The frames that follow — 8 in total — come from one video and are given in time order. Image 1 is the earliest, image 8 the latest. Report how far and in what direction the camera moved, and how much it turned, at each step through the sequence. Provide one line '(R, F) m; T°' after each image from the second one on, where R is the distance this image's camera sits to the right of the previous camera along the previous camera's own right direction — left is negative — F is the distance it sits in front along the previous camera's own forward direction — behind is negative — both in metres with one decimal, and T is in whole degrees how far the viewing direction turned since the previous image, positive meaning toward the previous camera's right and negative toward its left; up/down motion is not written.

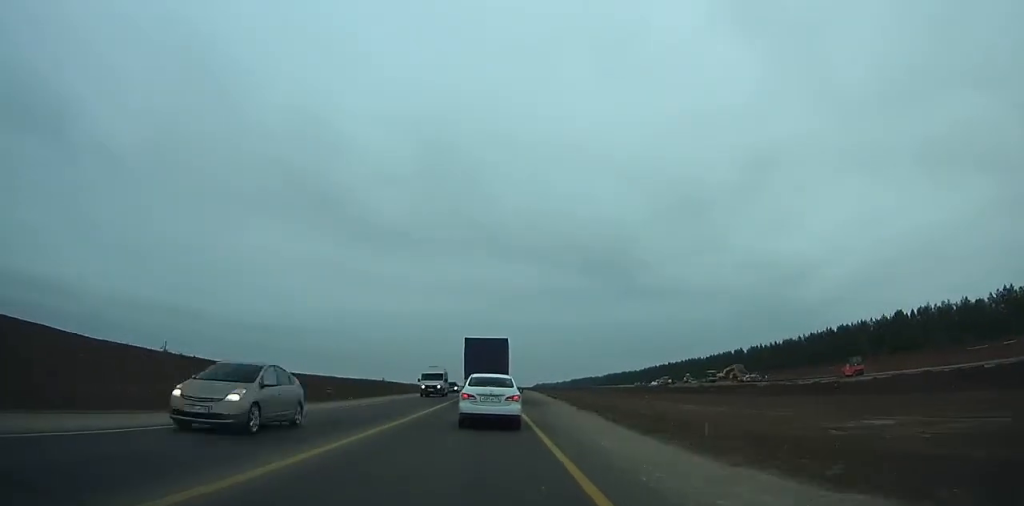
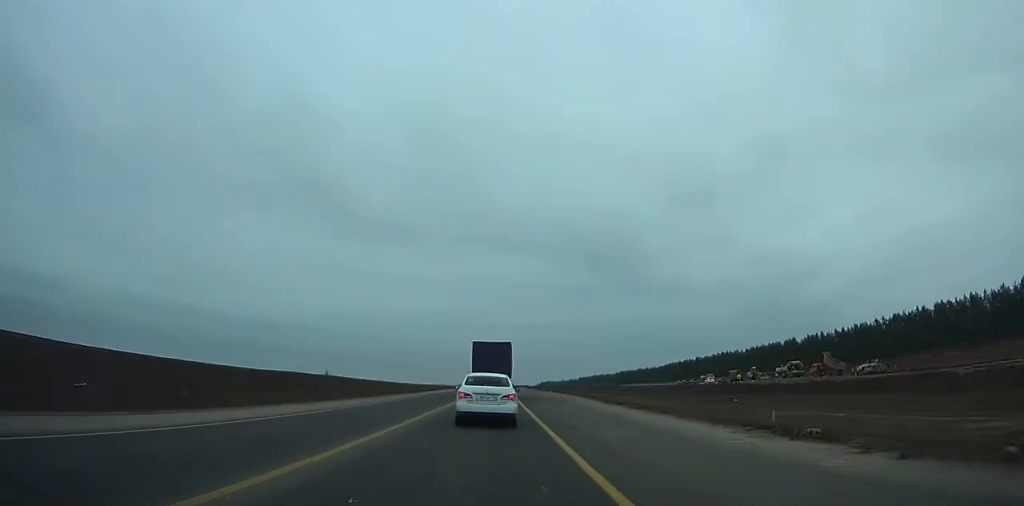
(-0.1, +52.8) m; 0°
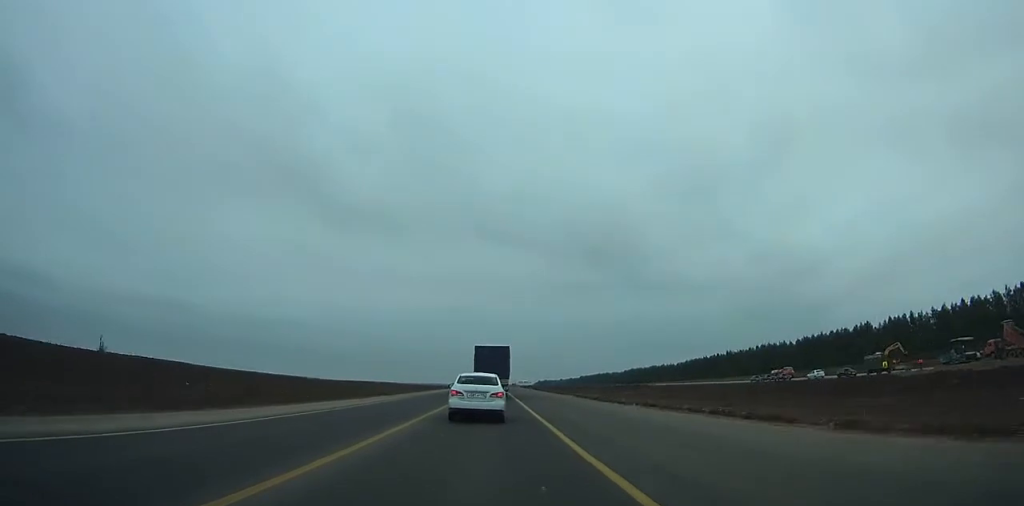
(+0.2, +56.6) m; +1°
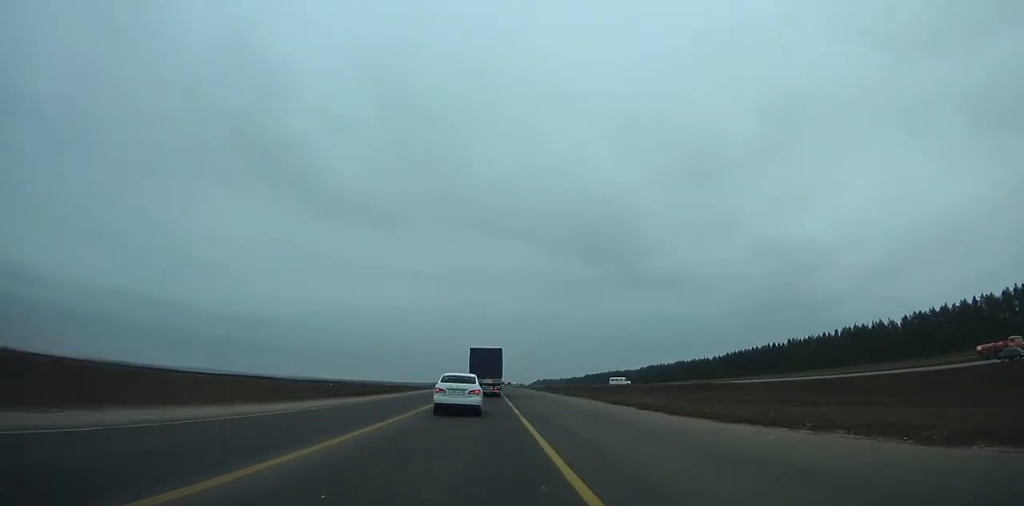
(+0.5, +71.1) m; 0°
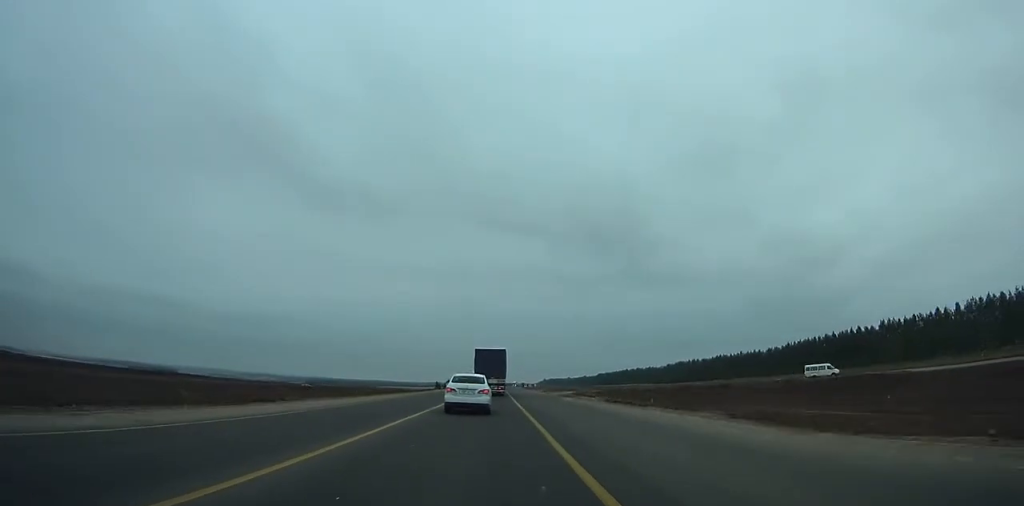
(-0.4, +61.1) m; 0°
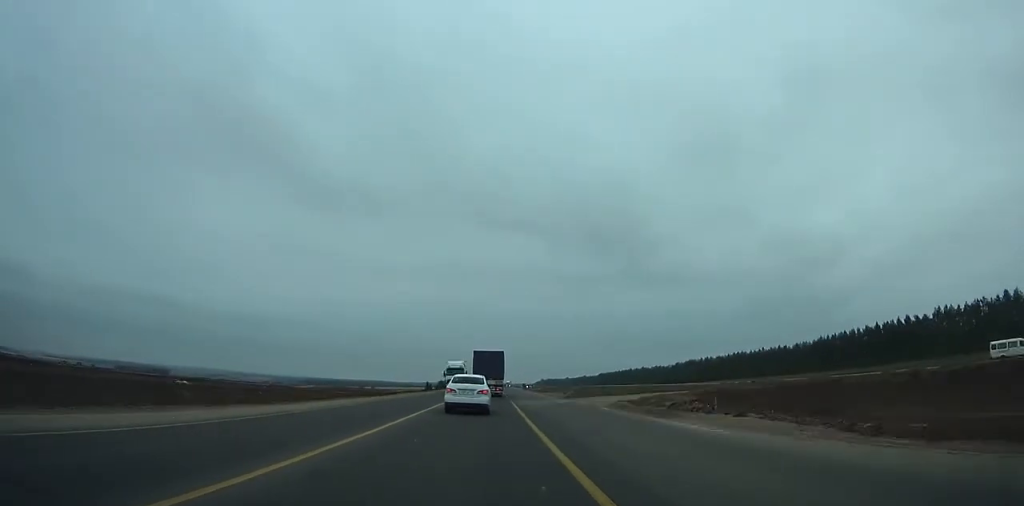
(+0.1, +28.1) m; 0°
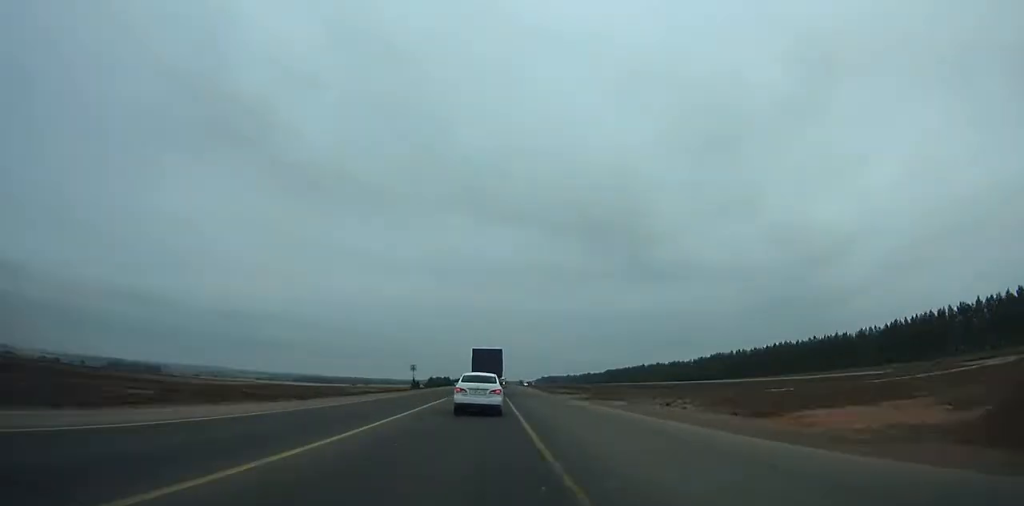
(+0.2, +46.3) m; 0°
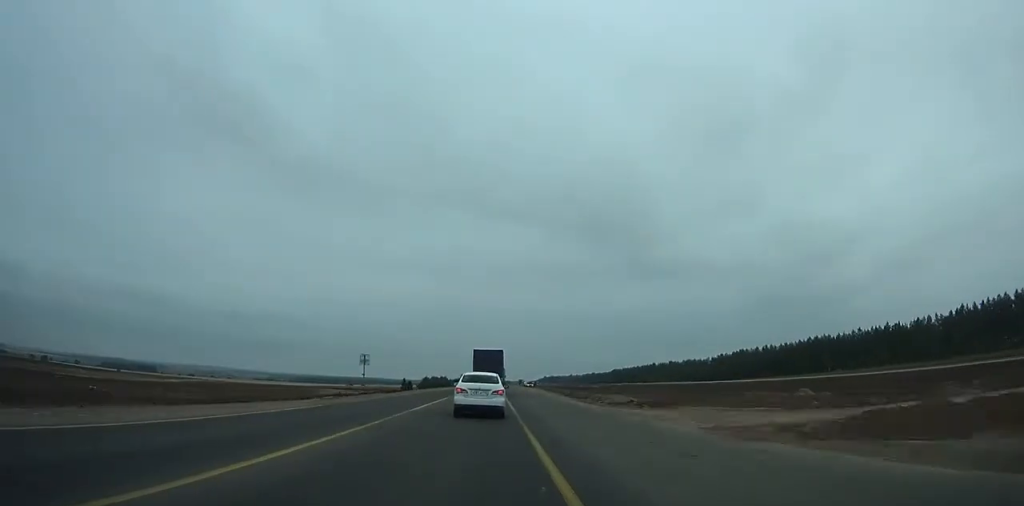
(+0.1, +29.0) m; 0°
